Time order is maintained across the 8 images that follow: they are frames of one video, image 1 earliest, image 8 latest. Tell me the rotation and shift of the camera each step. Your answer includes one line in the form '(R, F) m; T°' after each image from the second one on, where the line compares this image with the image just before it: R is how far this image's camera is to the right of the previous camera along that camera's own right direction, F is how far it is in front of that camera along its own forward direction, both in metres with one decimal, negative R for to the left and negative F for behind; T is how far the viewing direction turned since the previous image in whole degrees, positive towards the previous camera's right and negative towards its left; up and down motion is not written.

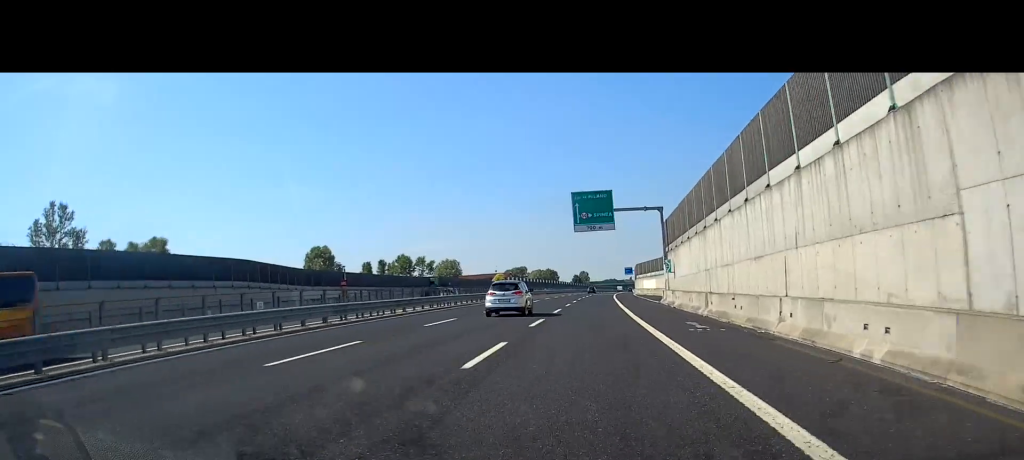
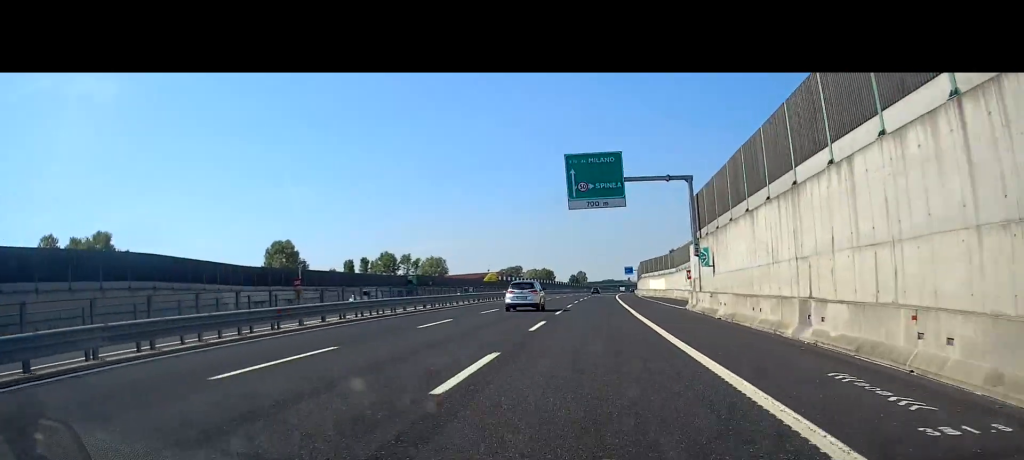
(+0.2, +14.2) m; +1°
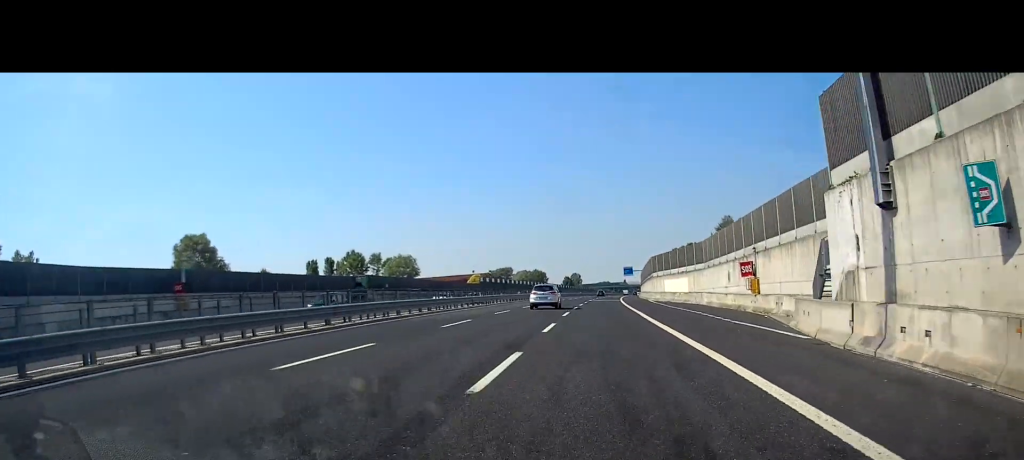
(-0.1, +22.8) m; 0°
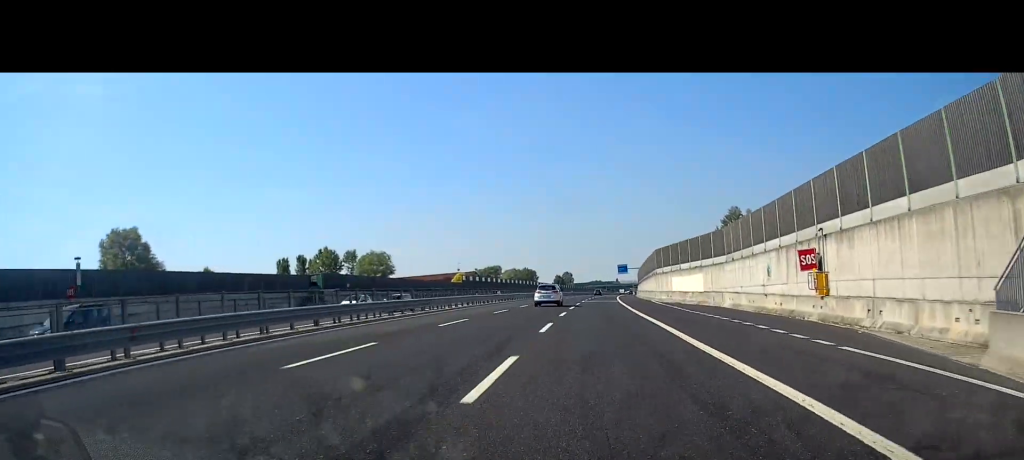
(0.0, +12.2) m; 0°
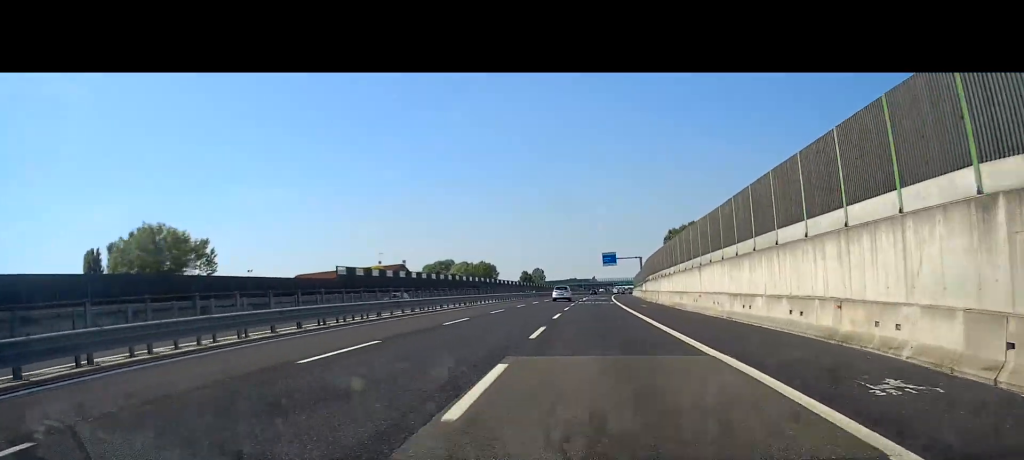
(+1.5, +59.3) m; +3°
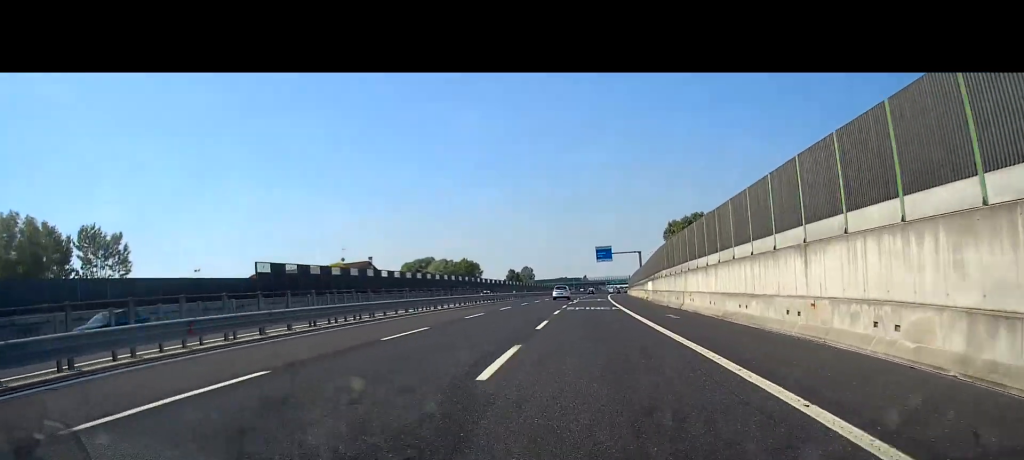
(+0.1, +18.4) m; +1°
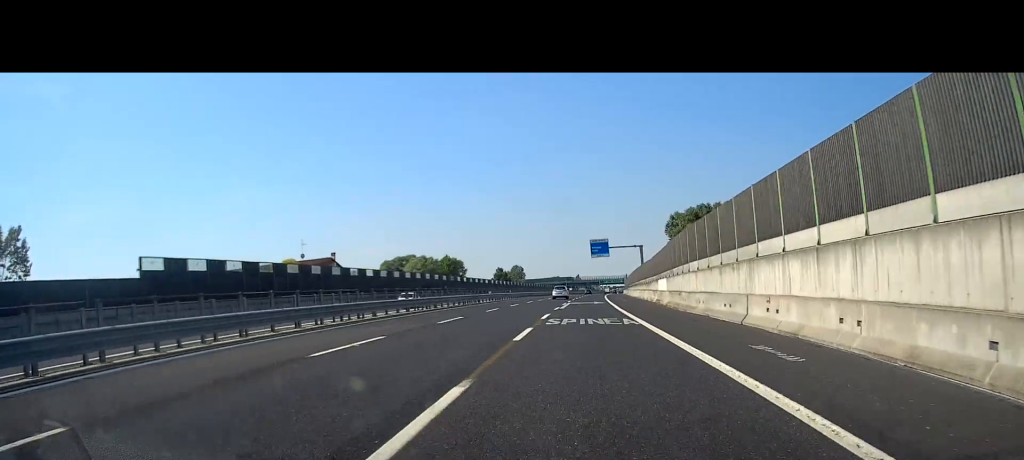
(+0.1, +16.6) m; +1°
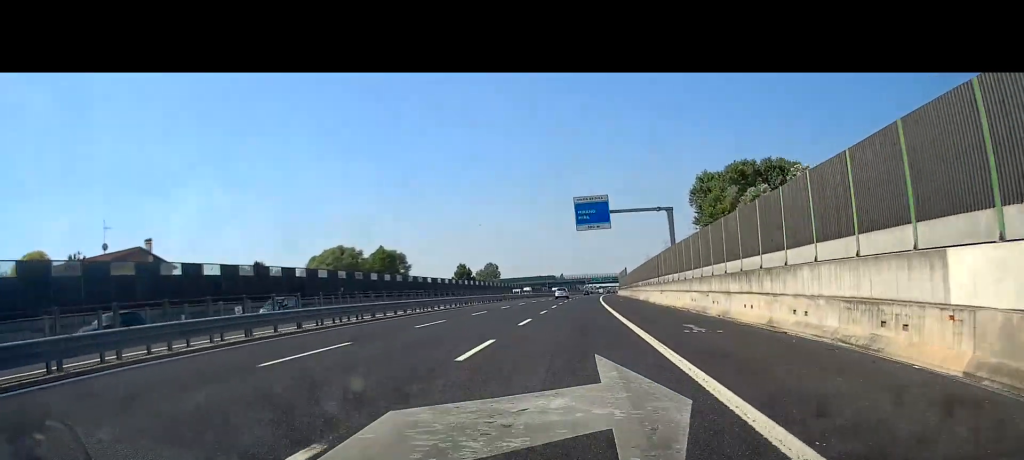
(+0.4, +50.2) m; +1°
